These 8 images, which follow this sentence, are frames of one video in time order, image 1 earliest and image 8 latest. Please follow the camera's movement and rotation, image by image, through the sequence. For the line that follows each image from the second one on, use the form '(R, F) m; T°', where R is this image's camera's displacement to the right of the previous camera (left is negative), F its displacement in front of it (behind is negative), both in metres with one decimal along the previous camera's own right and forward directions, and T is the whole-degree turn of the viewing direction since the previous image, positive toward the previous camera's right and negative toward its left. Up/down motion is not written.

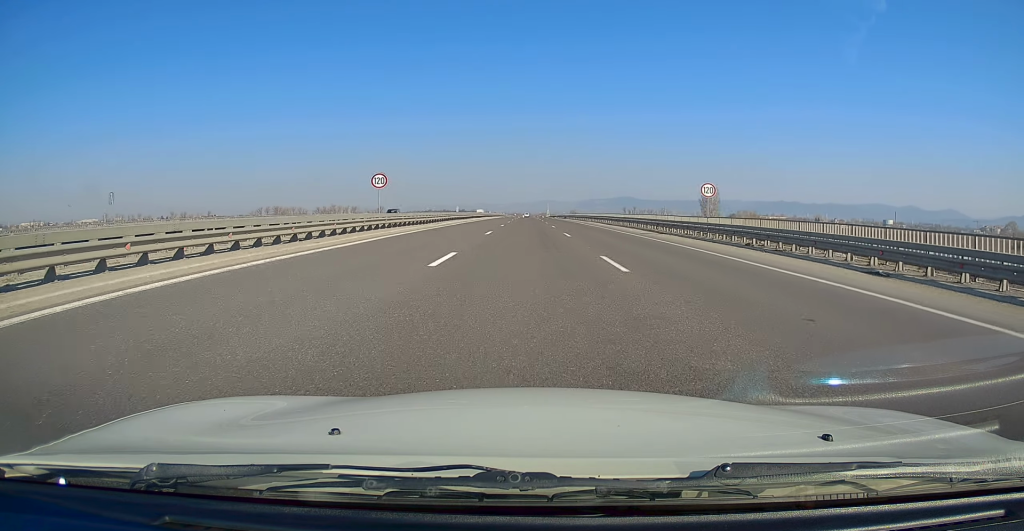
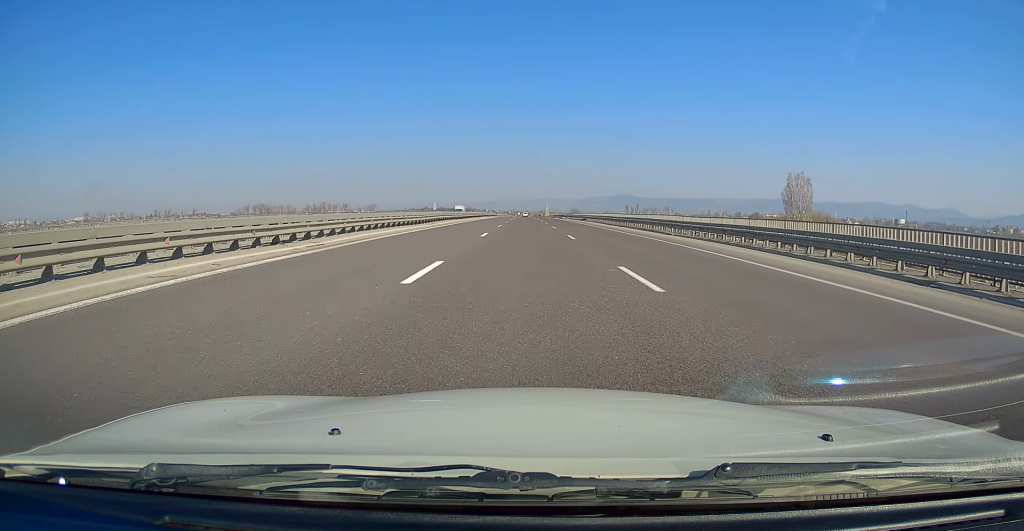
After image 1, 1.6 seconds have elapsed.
(-0.1, +50.8) m; 0°
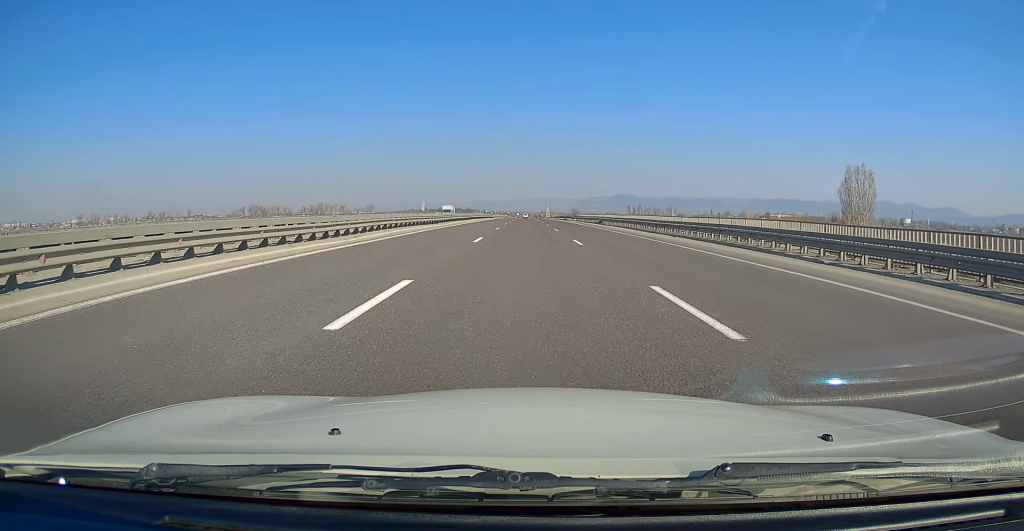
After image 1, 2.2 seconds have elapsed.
(-0.1, +19.5) m; 0°
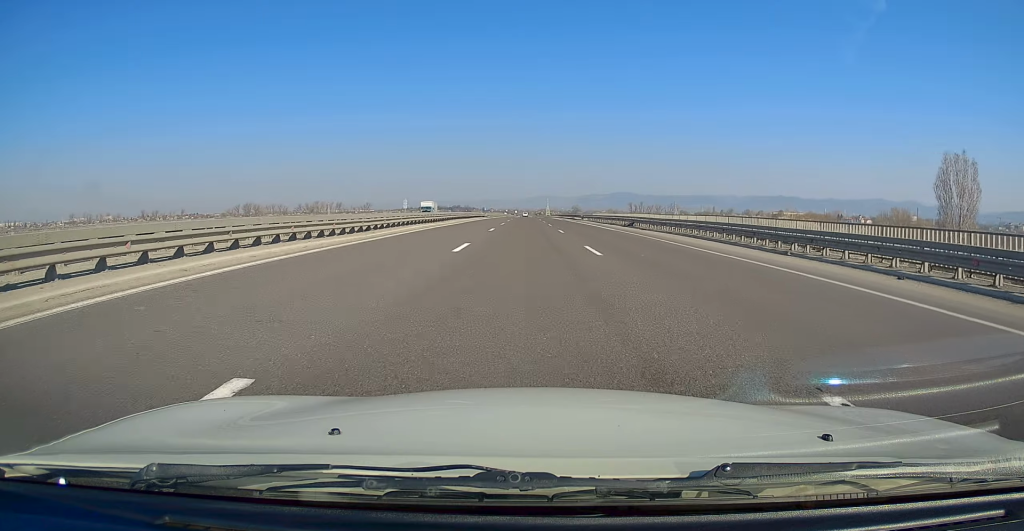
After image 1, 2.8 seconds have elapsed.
(+0.3, +21.6) m; 0°
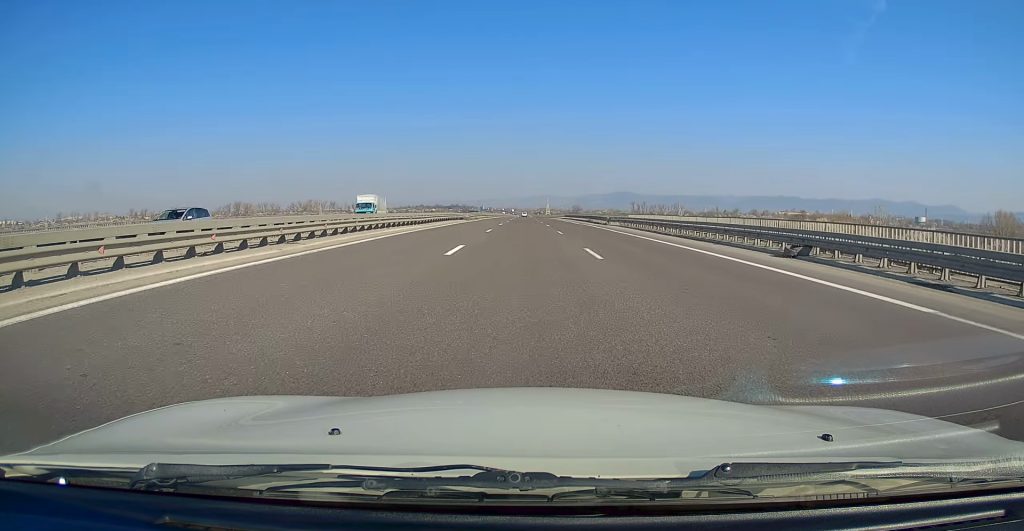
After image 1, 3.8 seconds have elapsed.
(-0.4, +32.6) m; 0°
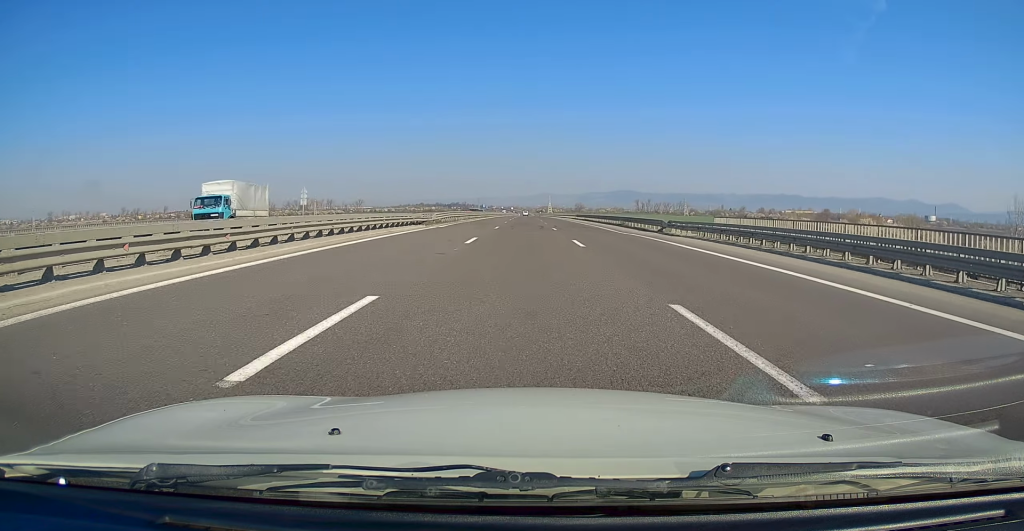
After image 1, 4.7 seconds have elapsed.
(+0.2, +27.3) m; 0°
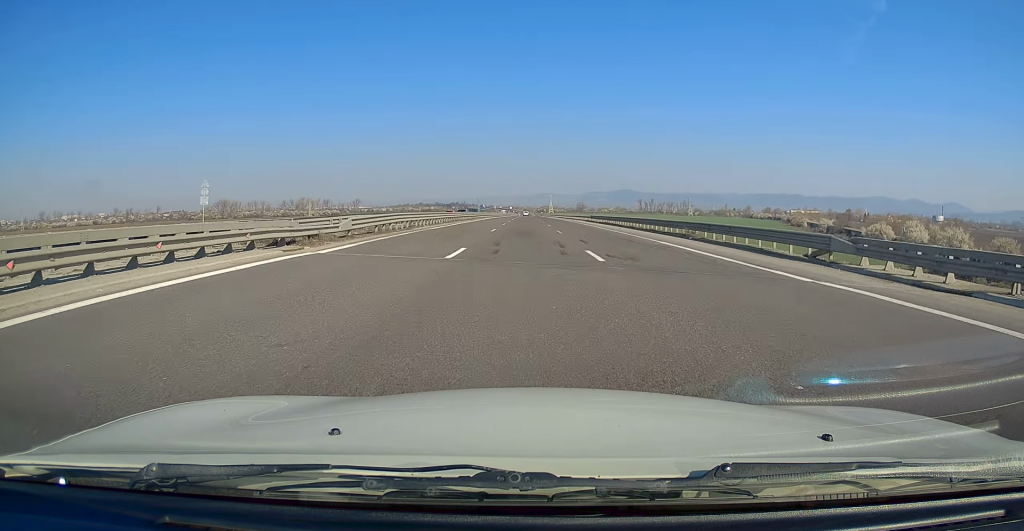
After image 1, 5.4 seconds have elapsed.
(+0.1, +23.0) m; 0°
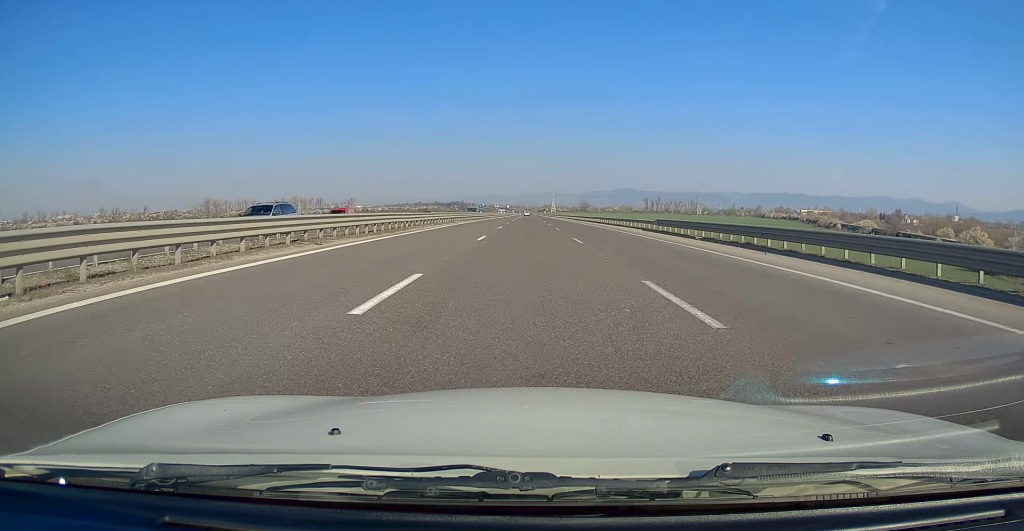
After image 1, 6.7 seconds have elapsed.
(-0.3, +42.8) m; -1°
